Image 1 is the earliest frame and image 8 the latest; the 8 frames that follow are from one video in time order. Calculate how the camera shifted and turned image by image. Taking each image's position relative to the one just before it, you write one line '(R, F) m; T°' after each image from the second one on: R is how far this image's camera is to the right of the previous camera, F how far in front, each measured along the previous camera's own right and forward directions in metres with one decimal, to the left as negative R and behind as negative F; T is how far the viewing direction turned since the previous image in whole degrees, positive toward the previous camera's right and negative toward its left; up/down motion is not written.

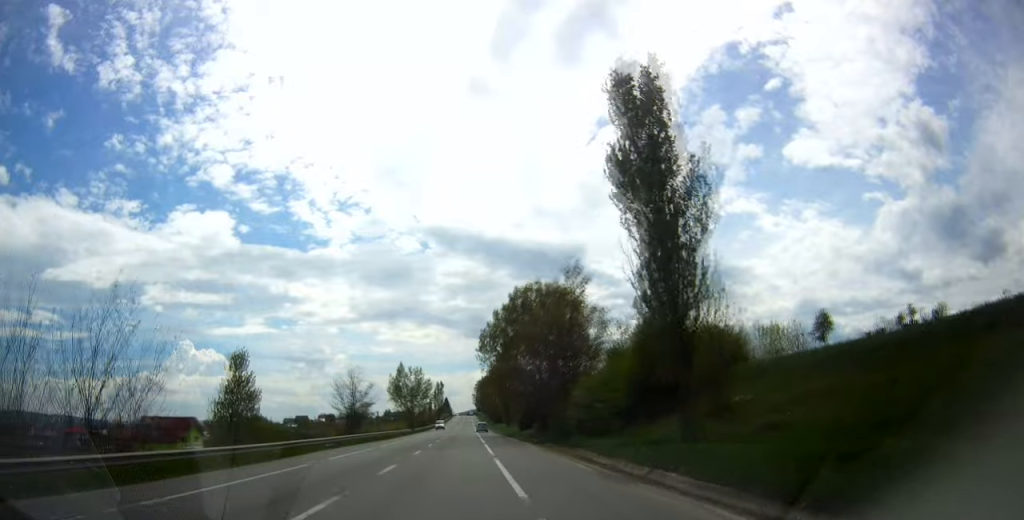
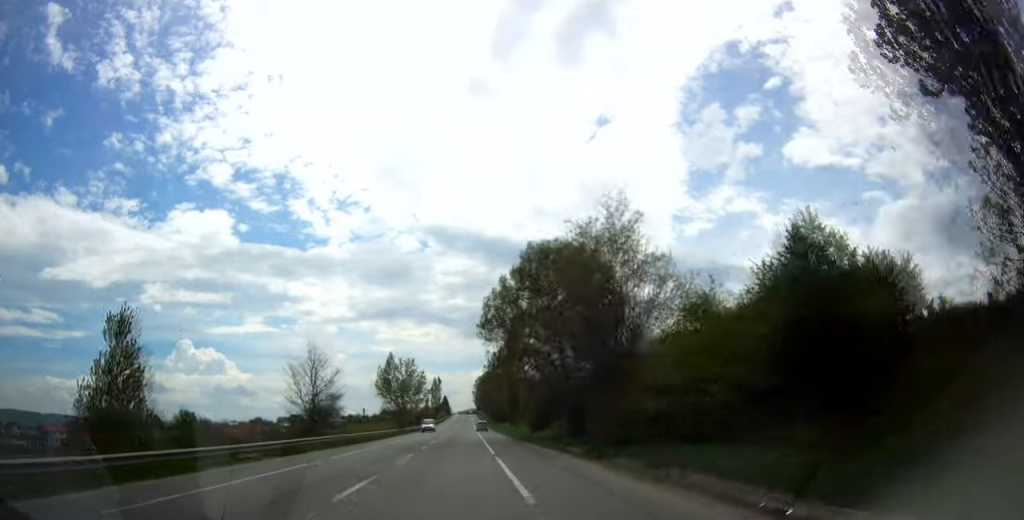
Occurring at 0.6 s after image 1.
(0.0, +14.6) m; 0°
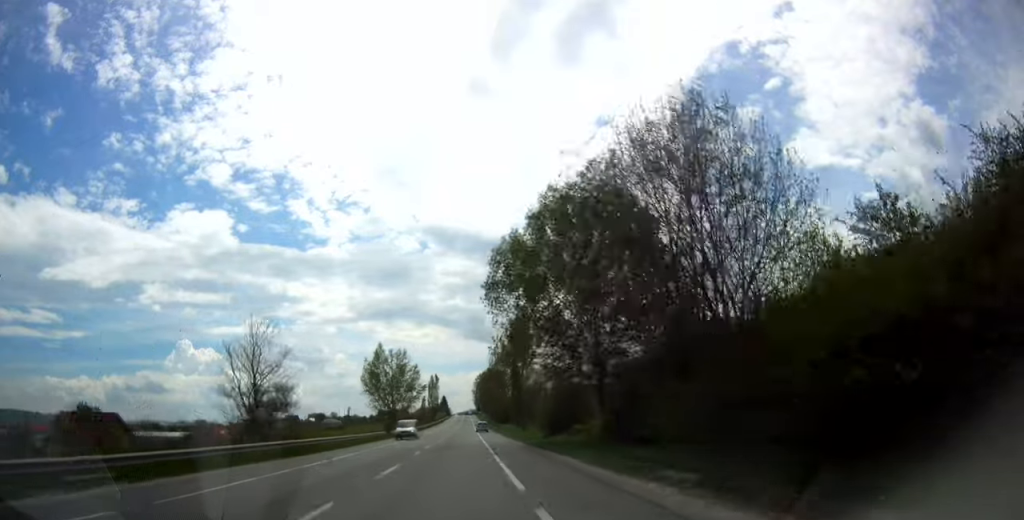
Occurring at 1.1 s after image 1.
(+0.1, +12.3) m; 0°
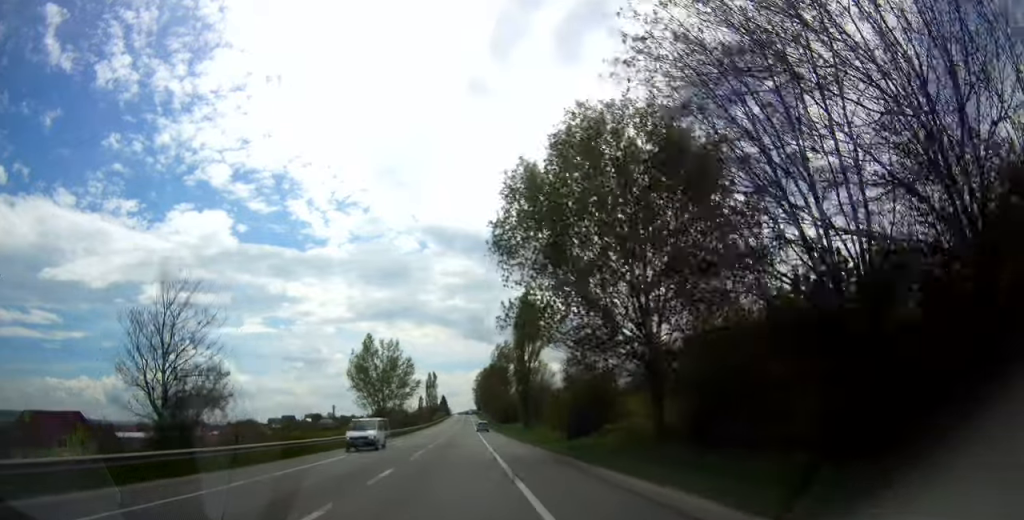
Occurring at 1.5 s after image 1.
(0.0, +9.6) m; 0°
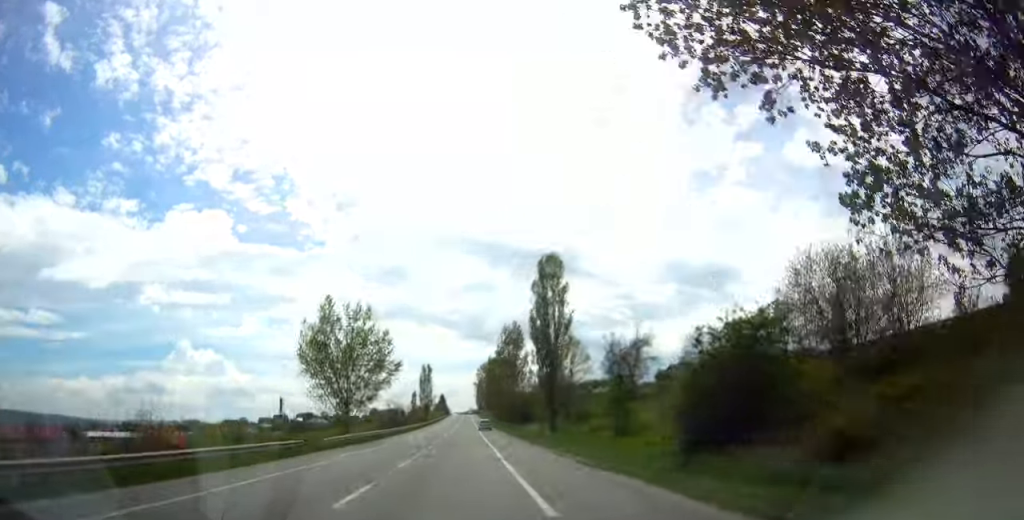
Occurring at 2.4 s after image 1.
(0.0, +22.6) m; -1°
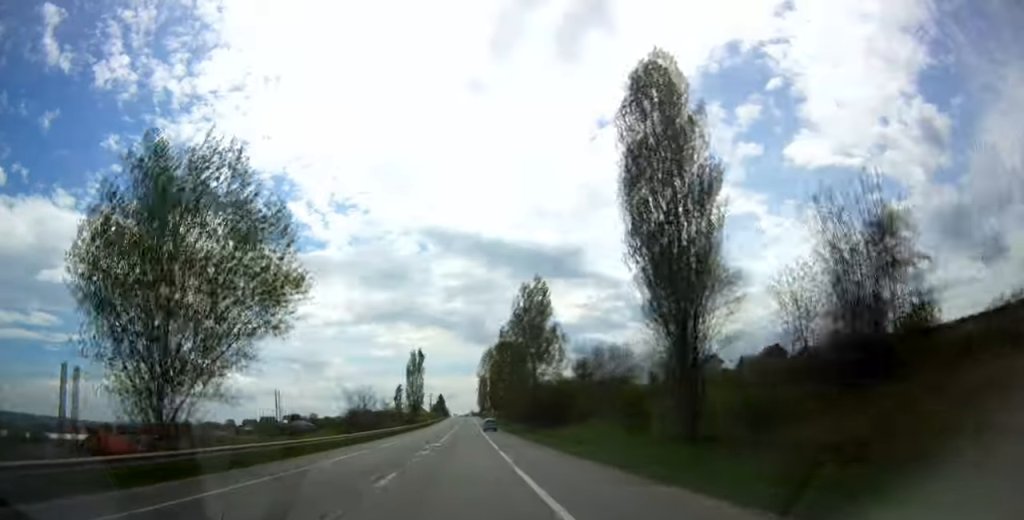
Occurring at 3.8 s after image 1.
(-0.3, +33.7) m; 0°
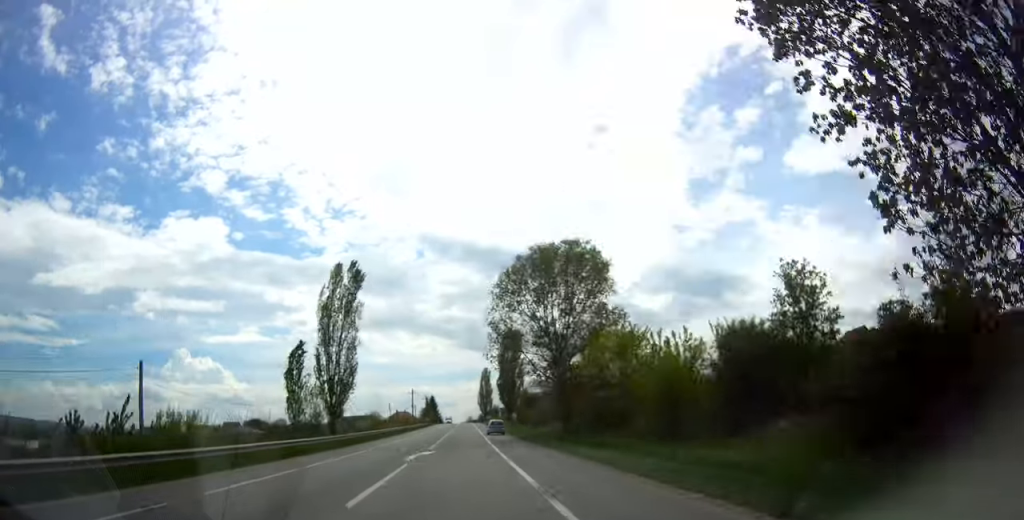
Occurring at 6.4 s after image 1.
(+0.8, +66.0) m; 0°
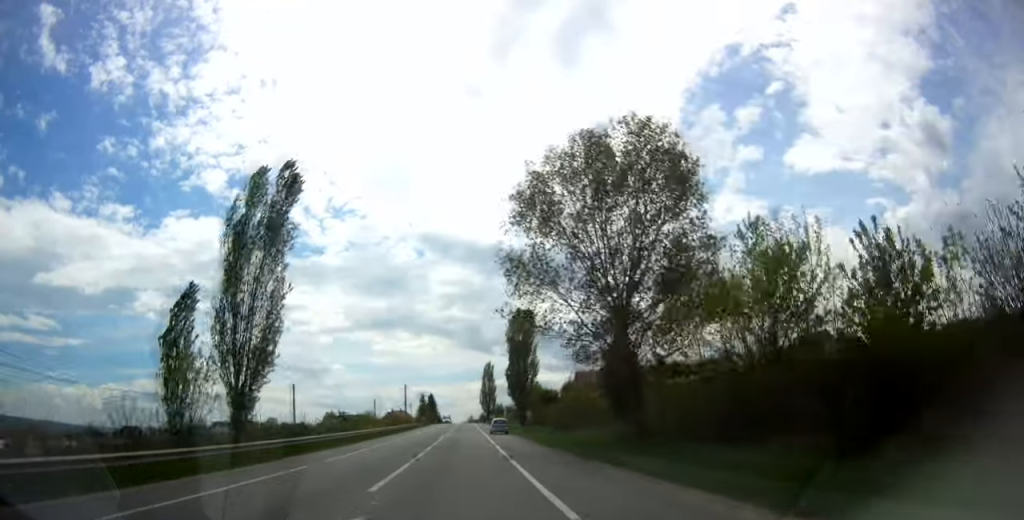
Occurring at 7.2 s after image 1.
(-0.5, +20.1) m; 0°
